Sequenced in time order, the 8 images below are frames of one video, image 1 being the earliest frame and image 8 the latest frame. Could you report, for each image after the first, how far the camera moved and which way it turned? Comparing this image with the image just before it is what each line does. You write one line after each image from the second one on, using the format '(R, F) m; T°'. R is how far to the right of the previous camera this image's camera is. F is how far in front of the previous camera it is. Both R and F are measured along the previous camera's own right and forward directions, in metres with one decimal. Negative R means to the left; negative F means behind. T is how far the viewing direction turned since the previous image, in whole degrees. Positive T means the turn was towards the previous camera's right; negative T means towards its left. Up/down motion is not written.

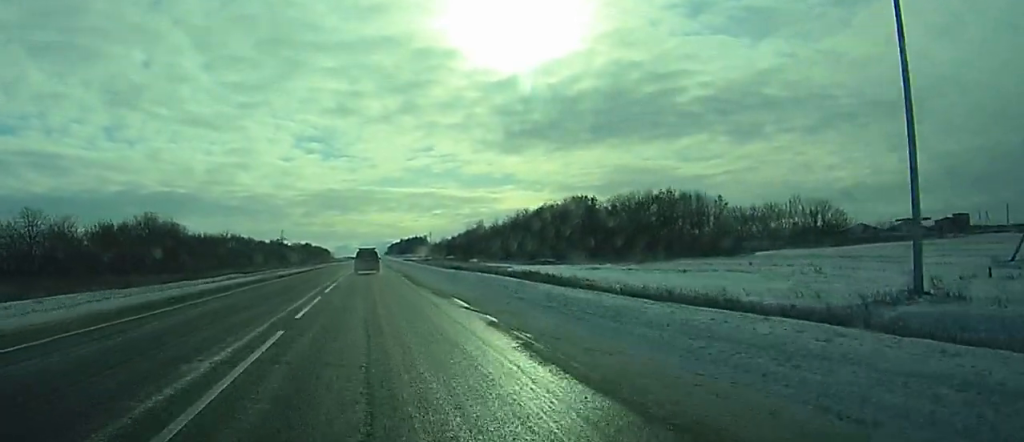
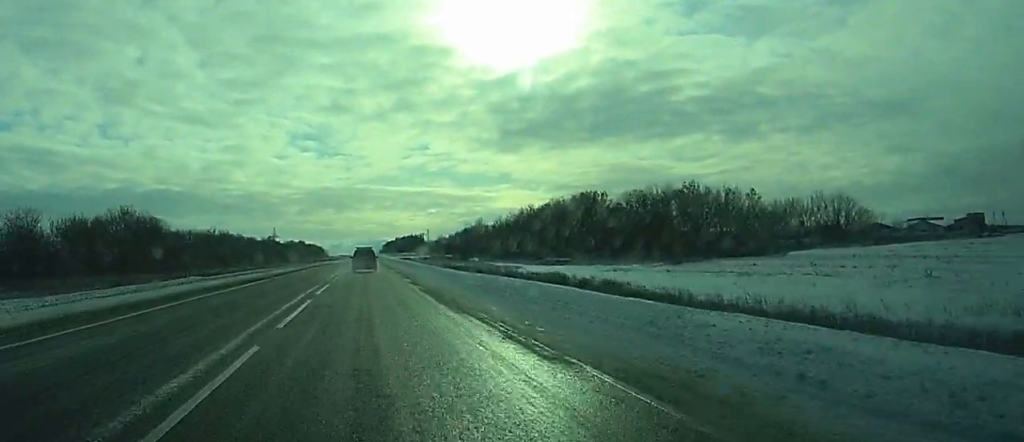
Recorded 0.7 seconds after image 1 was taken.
(0.0, +14.0) m; 0°
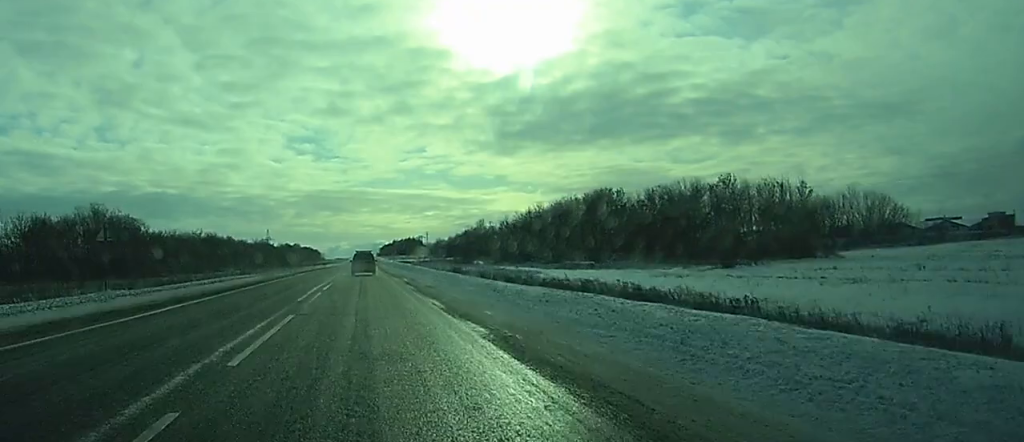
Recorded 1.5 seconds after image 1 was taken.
(+0.1, +16.4) m; 0°
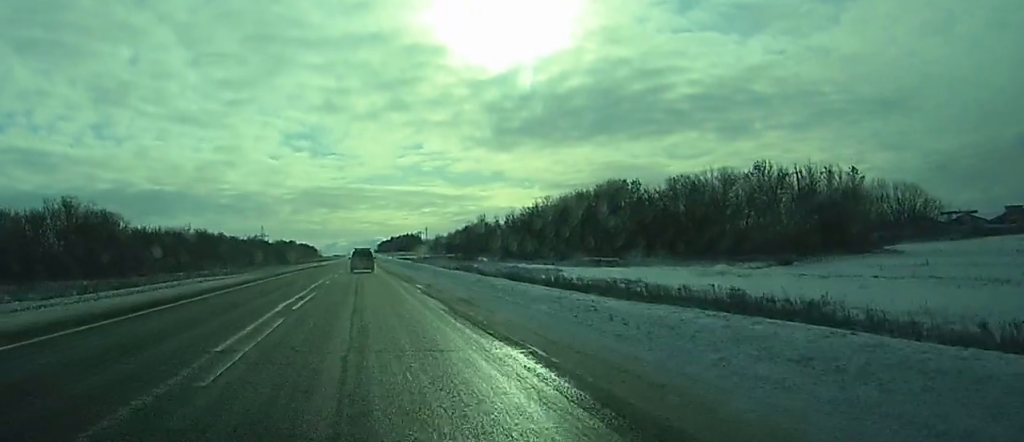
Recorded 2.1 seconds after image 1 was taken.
(+0.1, +13.3) m; 0°
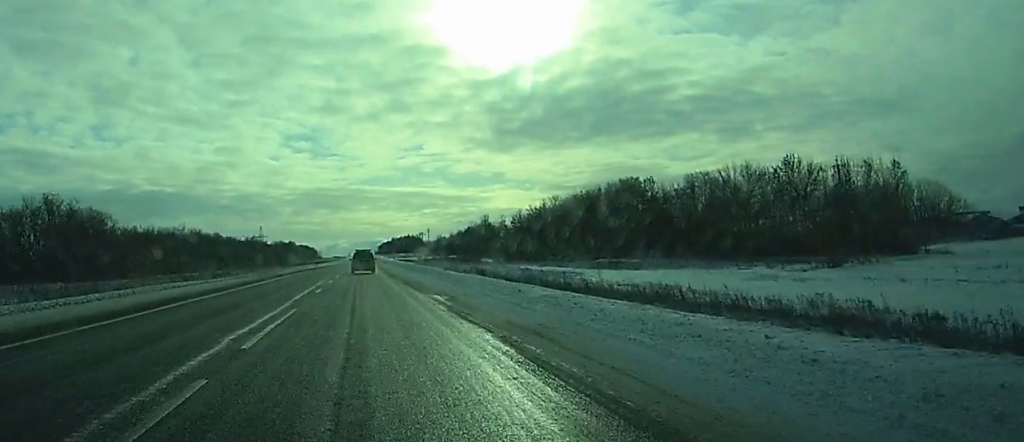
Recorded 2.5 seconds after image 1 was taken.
(0.0, +8.4) m; 0°
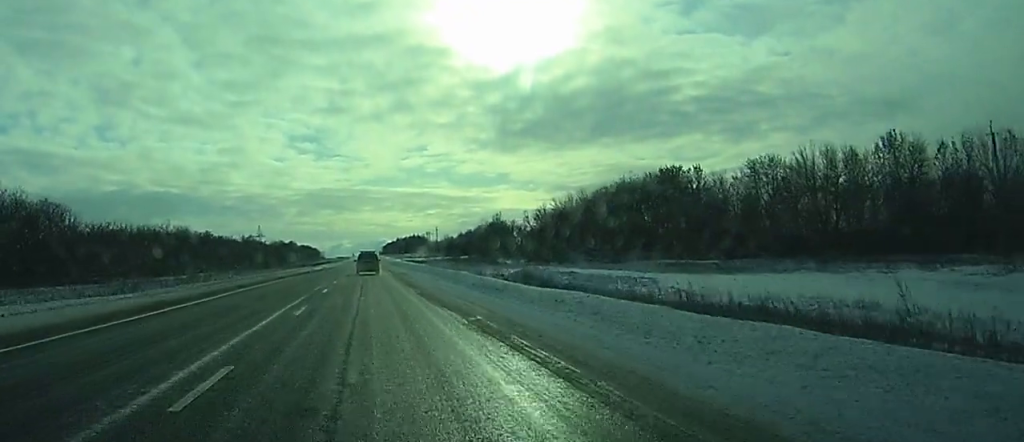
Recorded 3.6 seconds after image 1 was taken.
(+0.1, +22.7) m; 0°
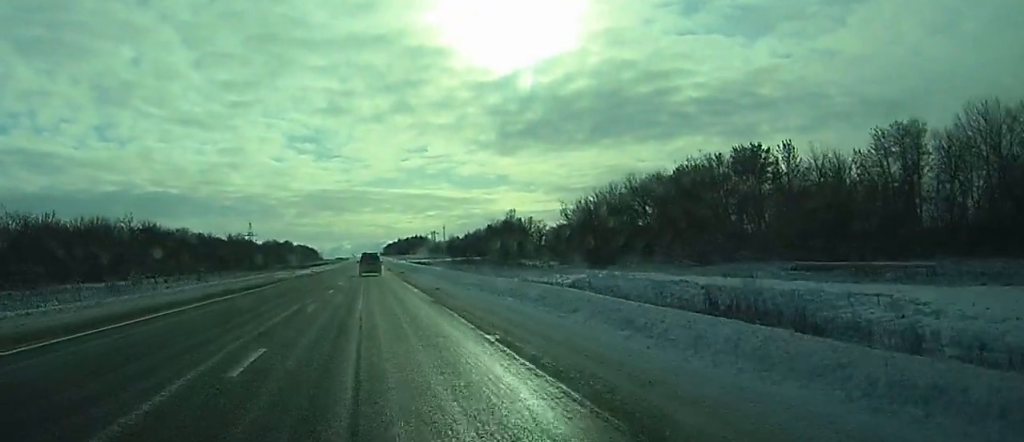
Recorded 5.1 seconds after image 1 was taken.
(-0.1, +33.0) m; 0°
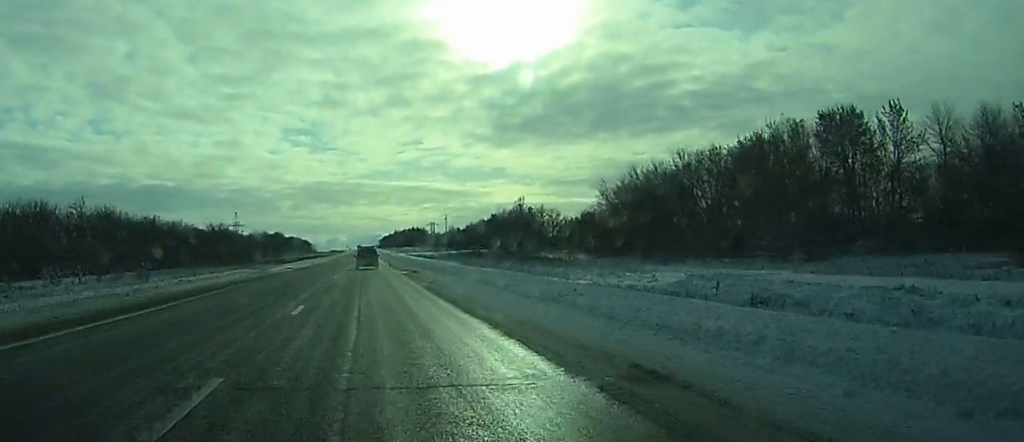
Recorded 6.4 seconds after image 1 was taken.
(-0.1, +26.7) m; 0°
